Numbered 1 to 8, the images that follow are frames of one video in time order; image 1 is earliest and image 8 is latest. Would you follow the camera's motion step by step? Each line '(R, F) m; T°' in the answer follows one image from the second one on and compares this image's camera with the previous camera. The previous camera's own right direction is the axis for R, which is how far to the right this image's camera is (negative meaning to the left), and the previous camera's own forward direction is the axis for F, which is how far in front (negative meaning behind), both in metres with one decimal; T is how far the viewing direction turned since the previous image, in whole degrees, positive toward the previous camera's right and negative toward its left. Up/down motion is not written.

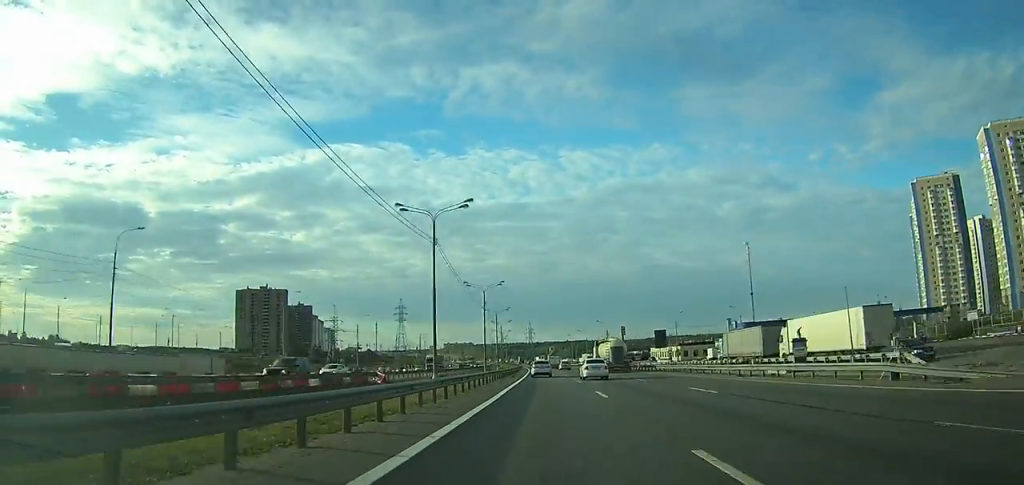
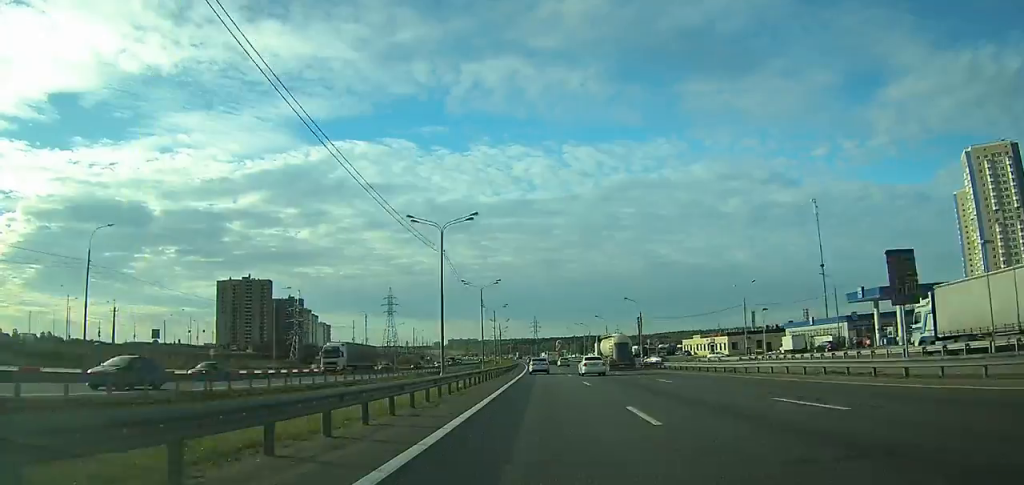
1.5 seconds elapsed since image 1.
(-0.2, +41.0) m; 0°
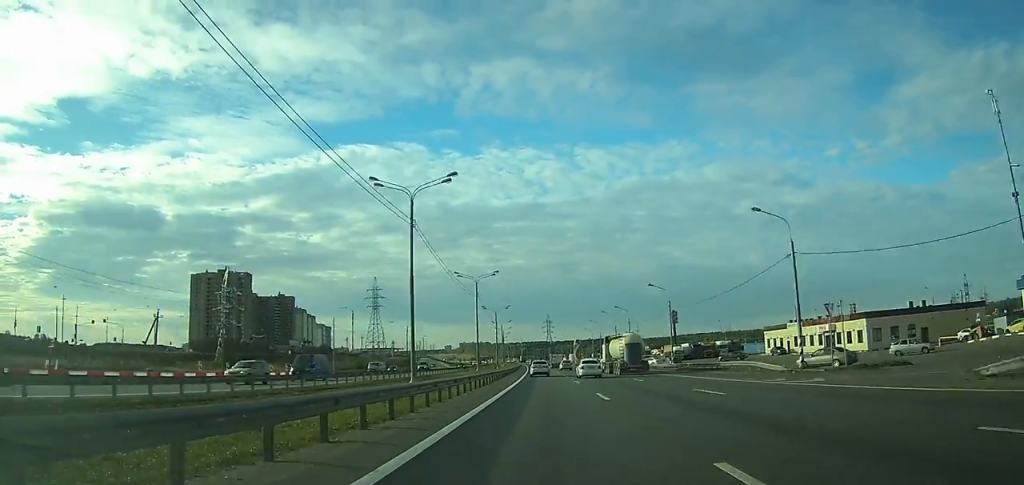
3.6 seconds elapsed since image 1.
(-0.3, +55.6) m; -1°
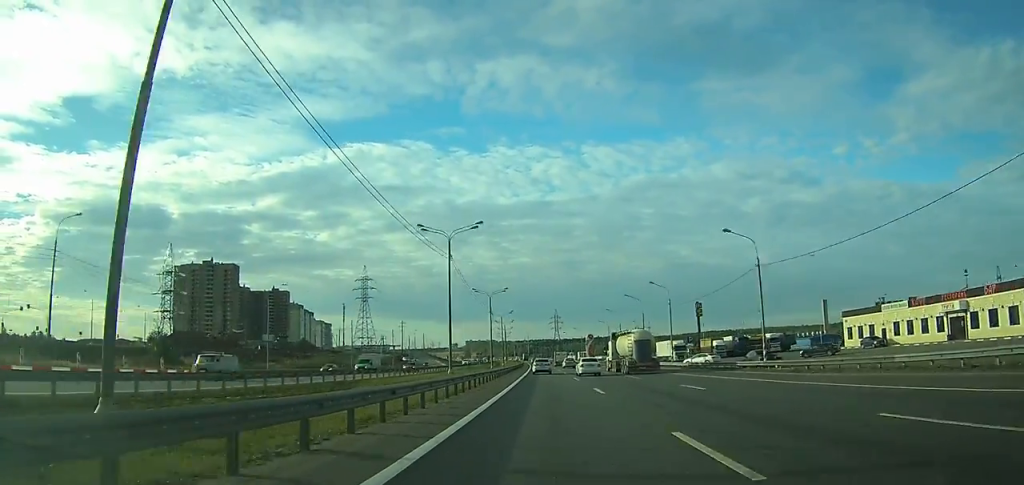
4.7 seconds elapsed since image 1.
(-0.1, +28.8) m; -1°
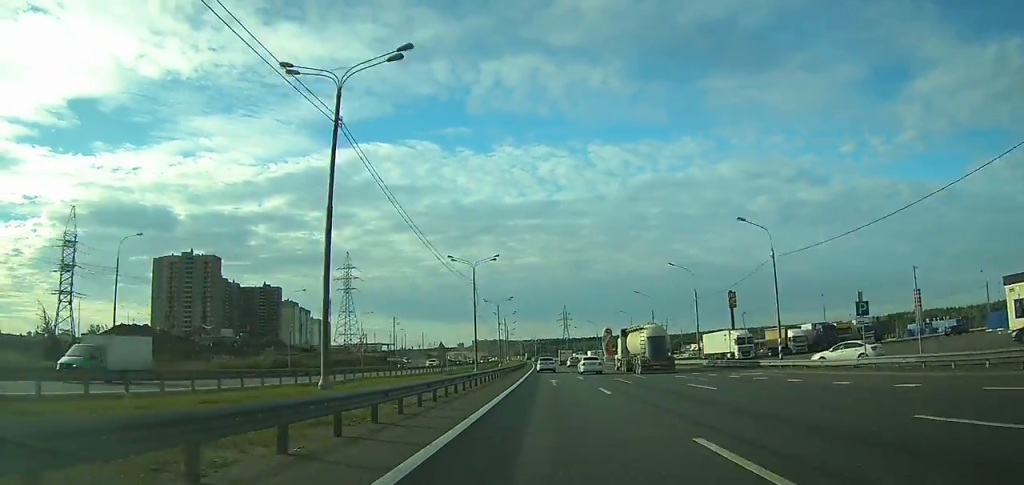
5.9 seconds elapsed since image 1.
(-0.2, +32.5) m; -1°
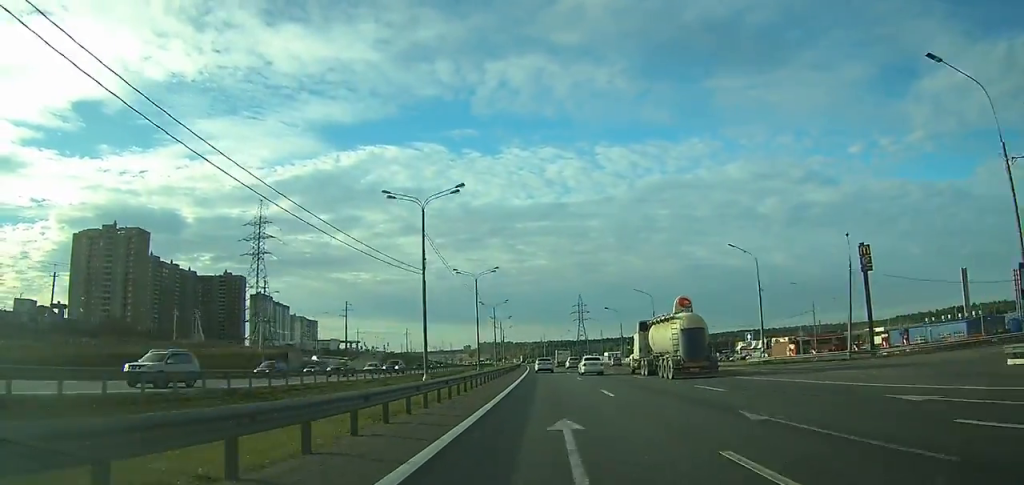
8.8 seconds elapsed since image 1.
(-1.1, +80.2) m; -1°
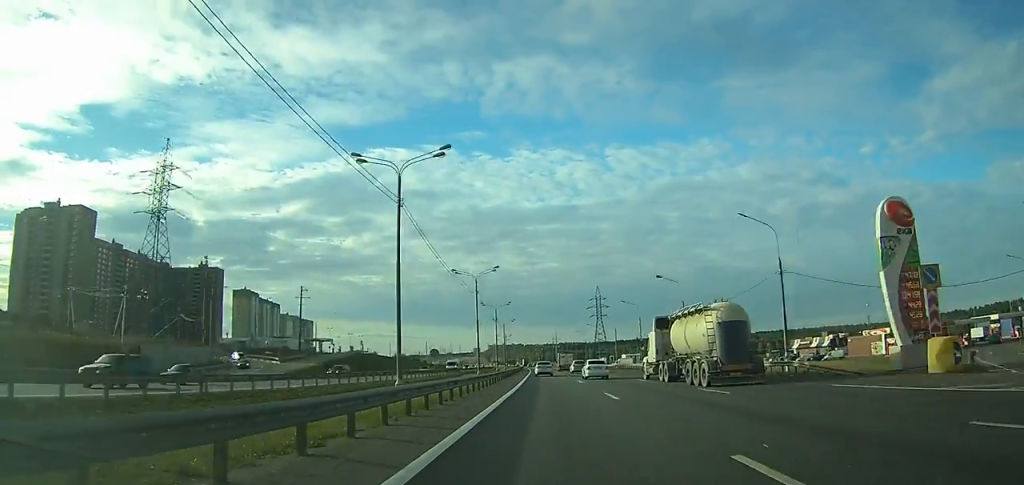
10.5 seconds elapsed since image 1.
(-0.3, +47.7) m; -1°
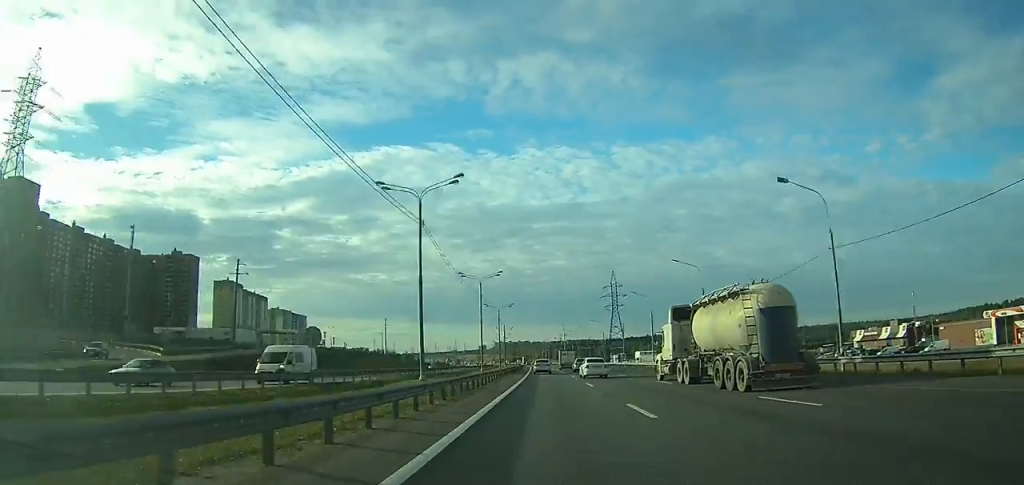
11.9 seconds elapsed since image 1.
(-0.2, +38.7) m; -1°
